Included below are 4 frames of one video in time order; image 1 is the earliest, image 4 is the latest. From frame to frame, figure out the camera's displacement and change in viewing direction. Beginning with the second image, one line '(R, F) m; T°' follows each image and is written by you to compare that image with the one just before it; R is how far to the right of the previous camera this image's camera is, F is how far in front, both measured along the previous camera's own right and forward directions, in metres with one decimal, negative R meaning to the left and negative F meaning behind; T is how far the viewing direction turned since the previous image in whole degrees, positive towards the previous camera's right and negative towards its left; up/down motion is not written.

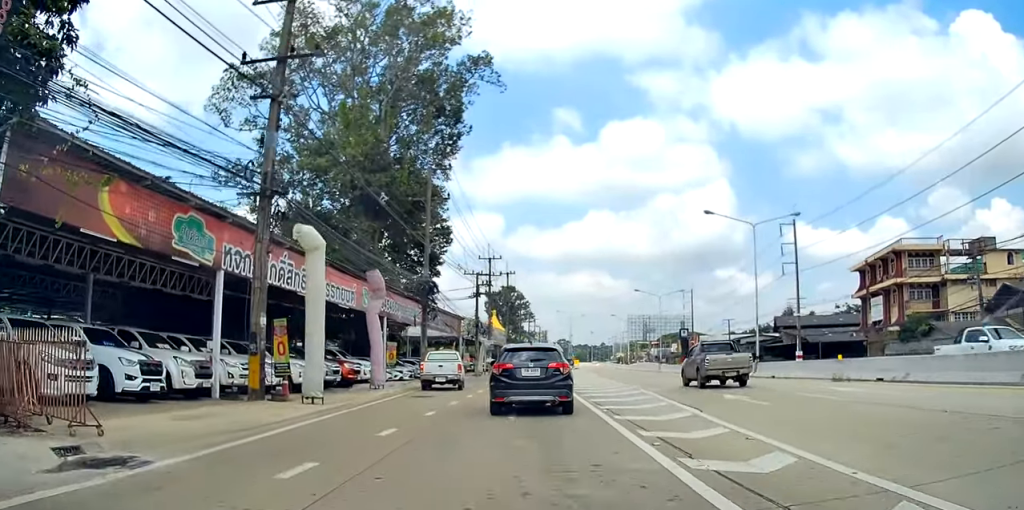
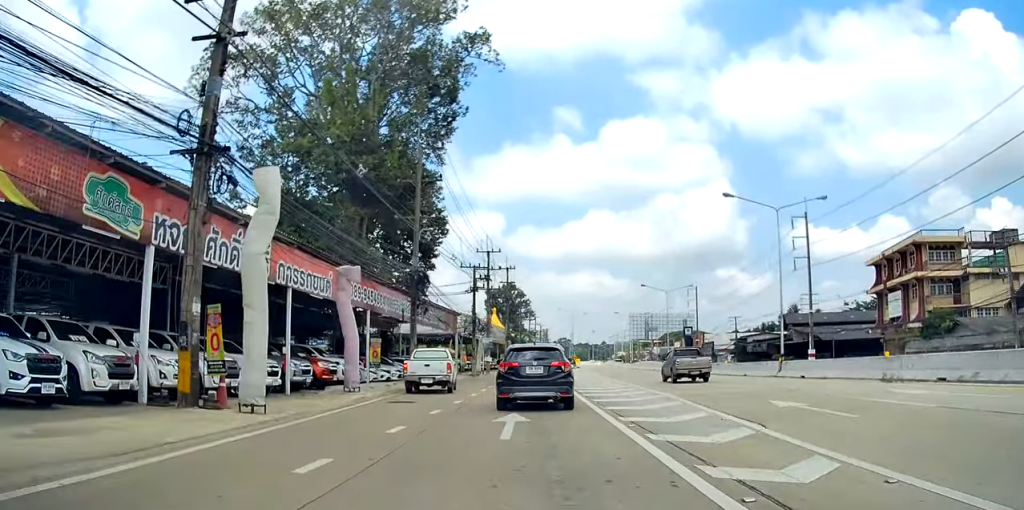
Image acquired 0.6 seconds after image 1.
(-0.1, +3.2) m; 0°
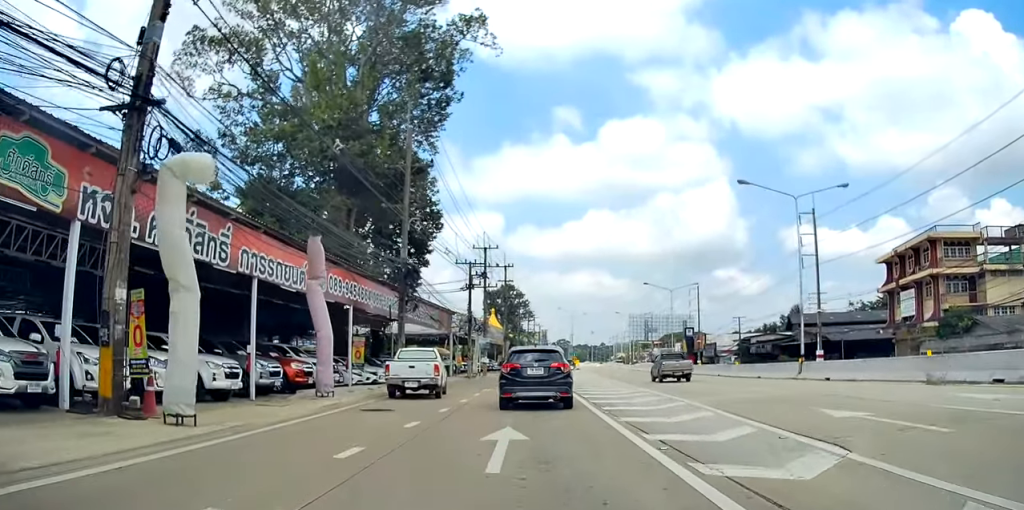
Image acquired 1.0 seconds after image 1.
(+0.1, +2.8) m; +1°
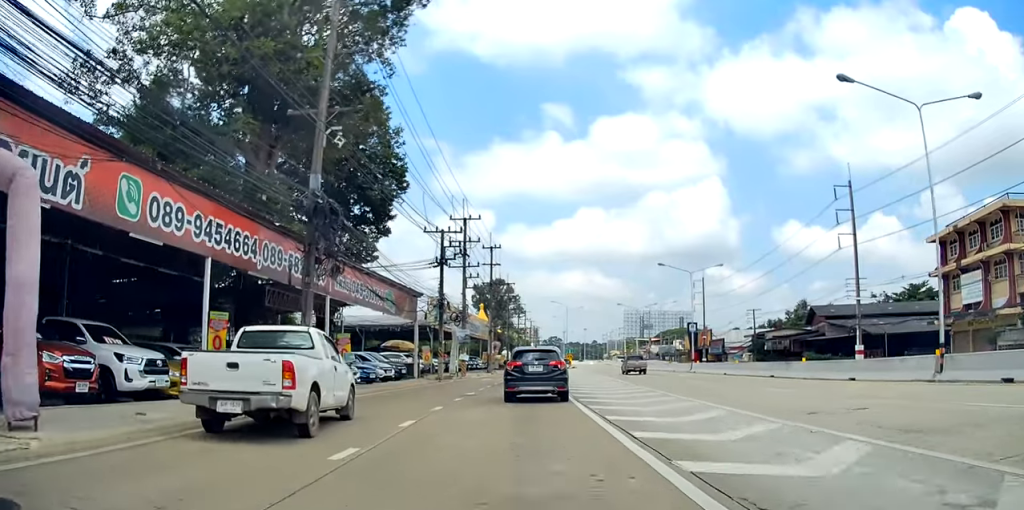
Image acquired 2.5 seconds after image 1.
(+0.2, +11.5) m; +1°
